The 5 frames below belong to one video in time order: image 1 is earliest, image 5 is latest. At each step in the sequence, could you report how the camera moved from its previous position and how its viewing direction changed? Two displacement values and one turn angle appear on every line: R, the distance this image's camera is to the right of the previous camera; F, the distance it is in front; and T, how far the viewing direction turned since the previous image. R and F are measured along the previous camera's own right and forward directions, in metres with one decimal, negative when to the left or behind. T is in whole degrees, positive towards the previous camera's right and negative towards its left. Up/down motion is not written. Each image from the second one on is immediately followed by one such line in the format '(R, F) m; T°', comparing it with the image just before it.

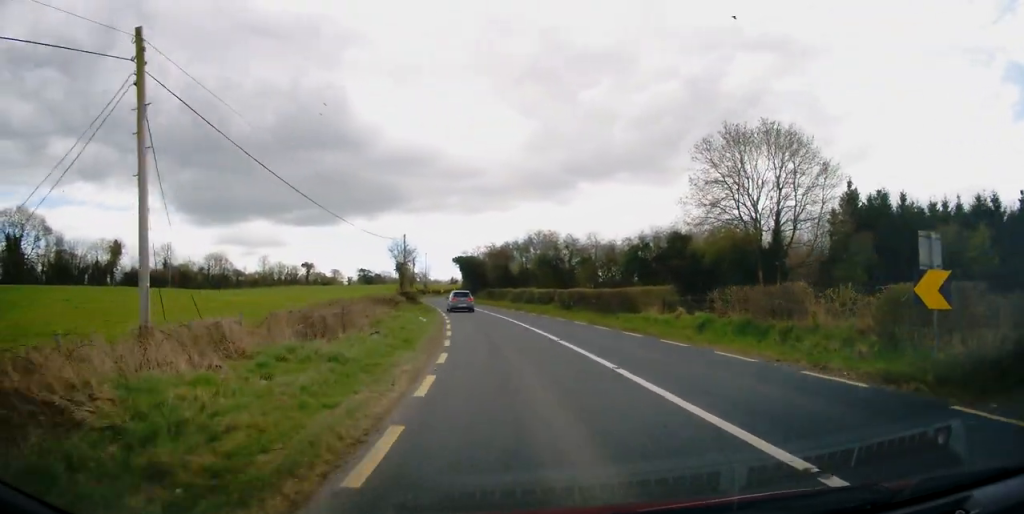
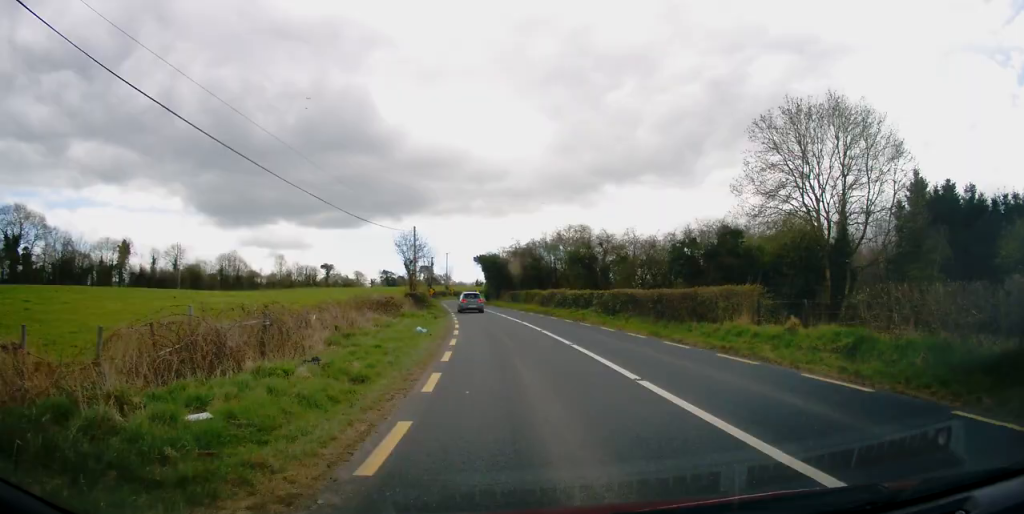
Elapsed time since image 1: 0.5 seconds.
(-0.3, +7.6) m; -3°
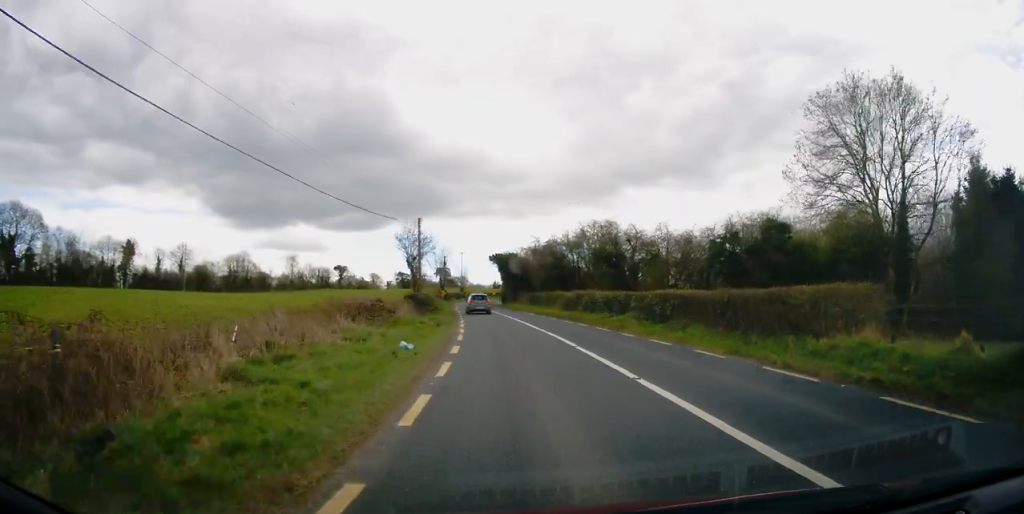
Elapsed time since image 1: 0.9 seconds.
(0.0, +6.1) m; -2°
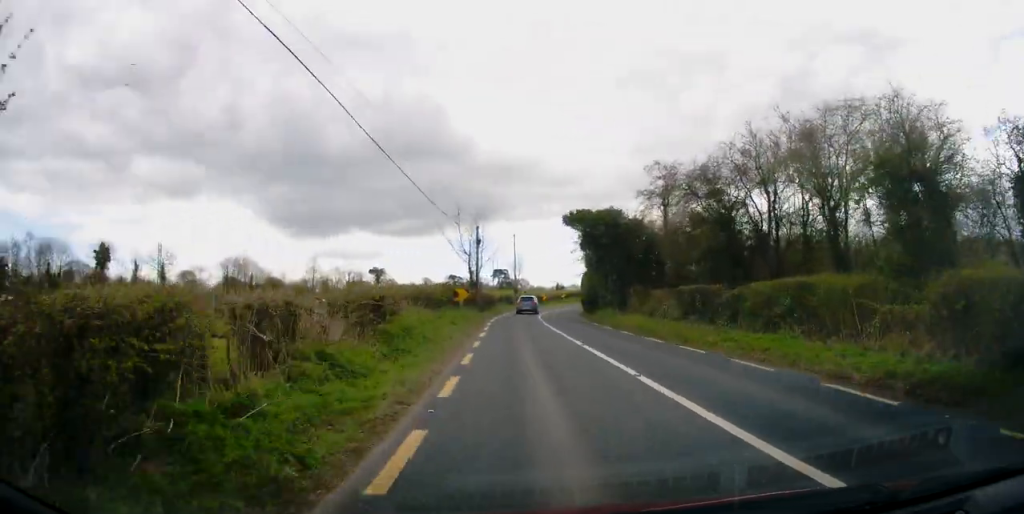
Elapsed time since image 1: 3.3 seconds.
(-2.7, +37.8) m; -6°
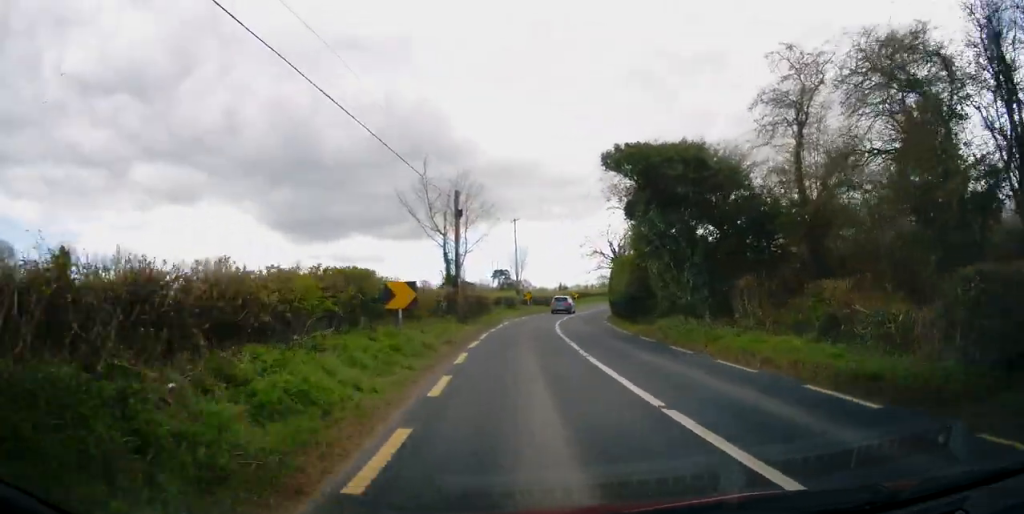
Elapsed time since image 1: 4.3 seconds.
(0.0, +16.0) m; -1°
